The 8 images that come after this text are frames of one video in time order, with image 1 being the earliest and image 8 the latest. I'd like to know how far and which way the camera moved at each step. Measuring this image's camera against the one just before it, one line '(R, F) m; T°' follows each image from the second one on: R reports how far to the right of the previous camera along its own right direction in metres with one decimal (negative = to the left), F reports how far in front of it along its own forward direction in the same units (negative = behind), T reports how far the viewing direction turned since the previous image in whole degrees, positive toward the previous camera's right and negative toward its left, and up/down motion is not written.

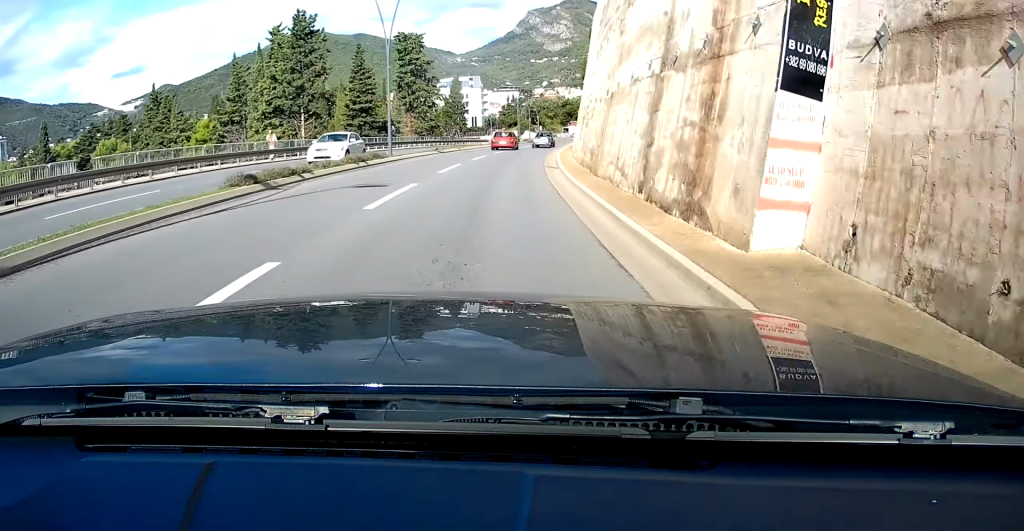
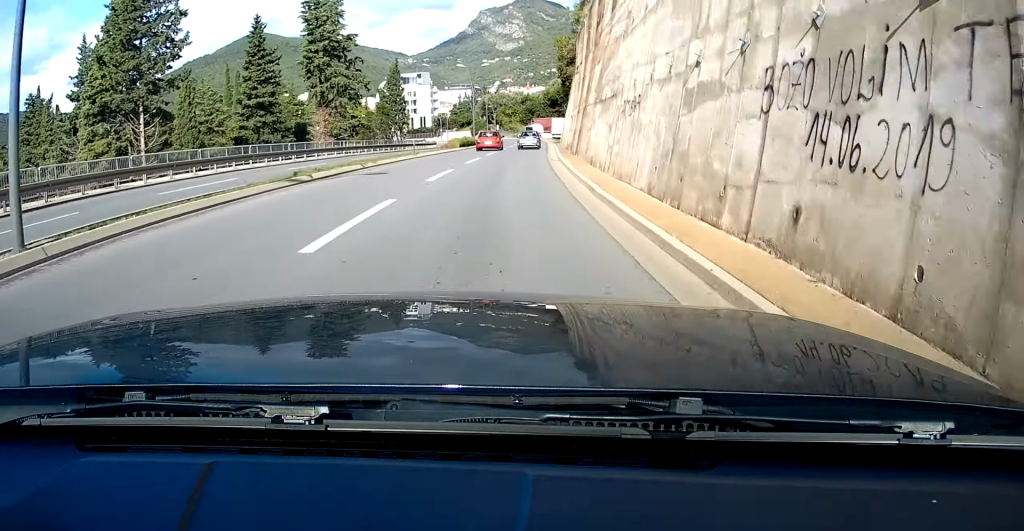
(+0.8, +23.7) m; +3°
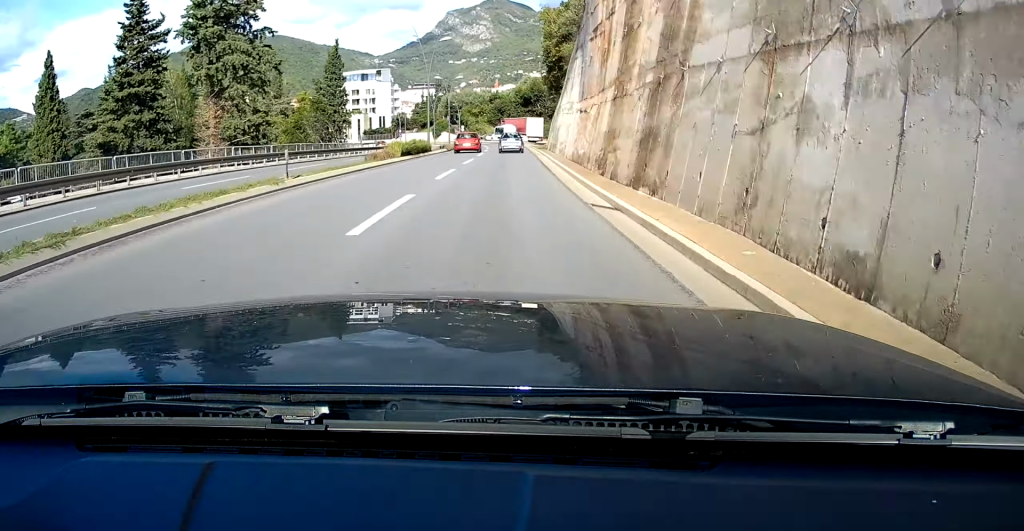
(+0.4, +17.7) m; +2°
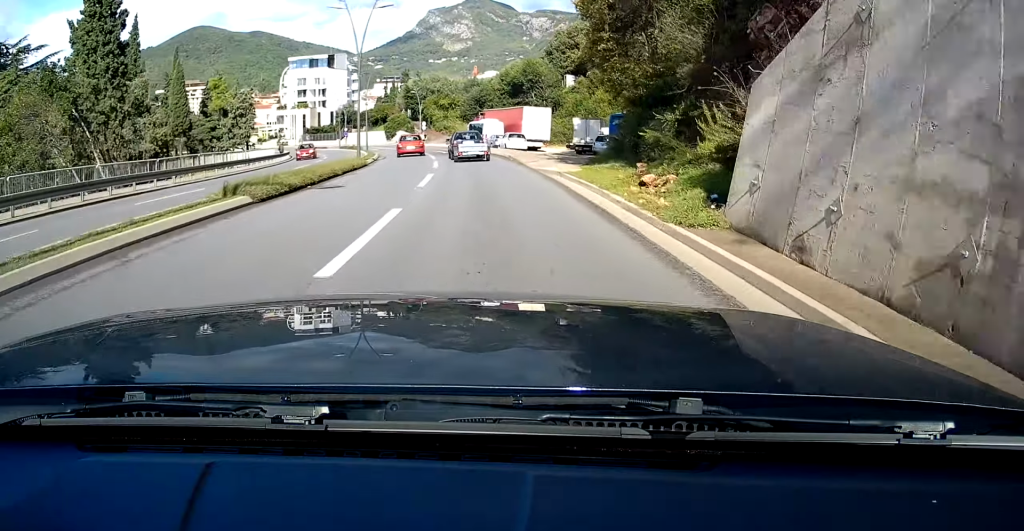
(+1.0, +42.0) m; -2°
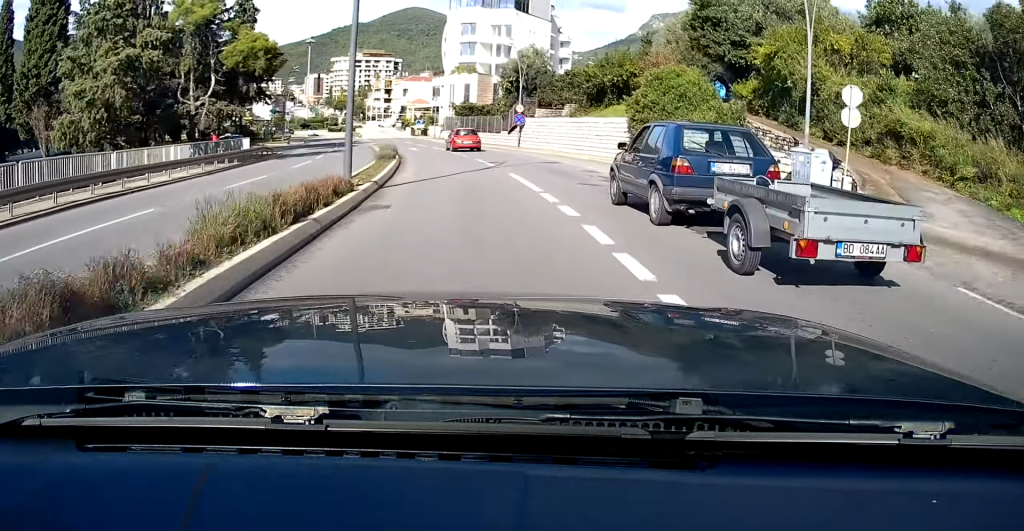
(-11.6, +78.0) m; -18°
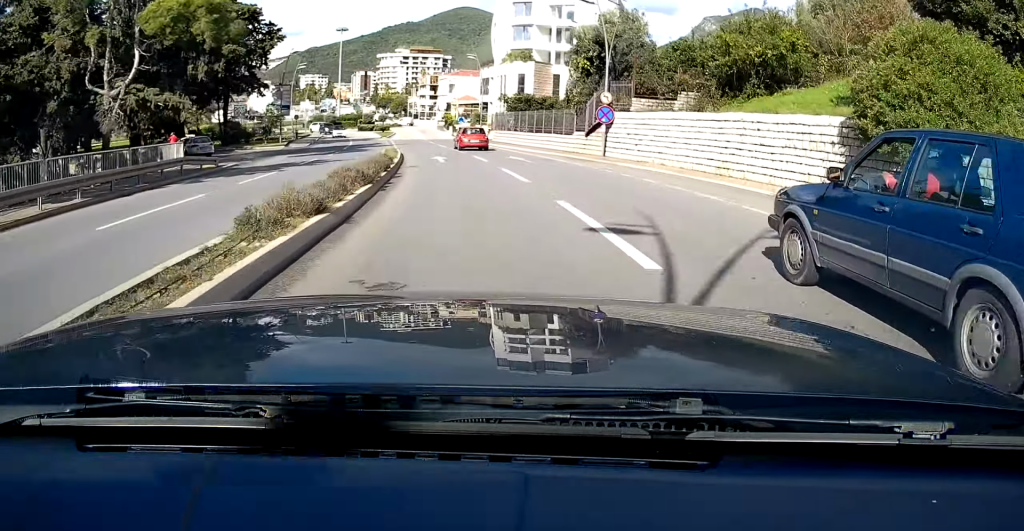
(-1.2, +16.6) m; -4°
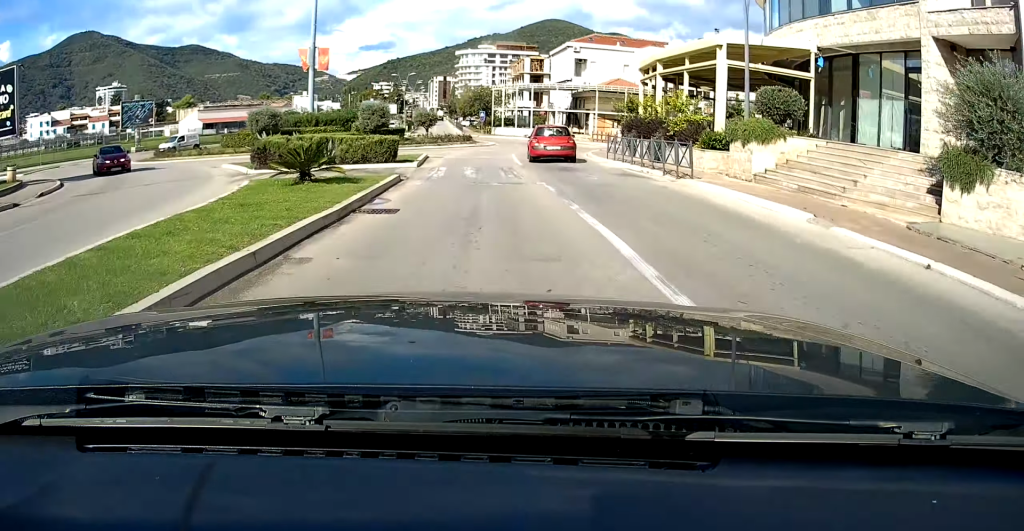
(-7.3, +74.4) m; -5°
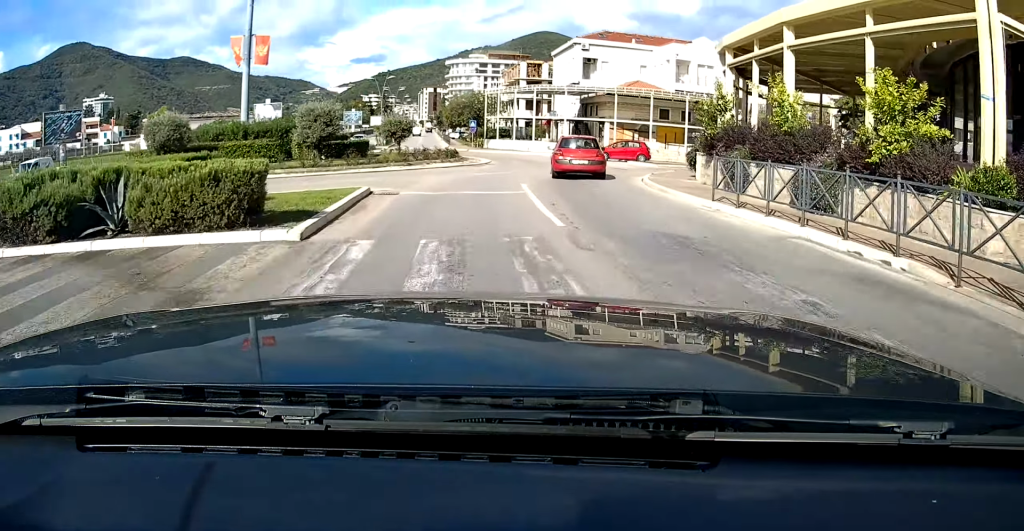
(+0.4, +12.7) m; +1°
